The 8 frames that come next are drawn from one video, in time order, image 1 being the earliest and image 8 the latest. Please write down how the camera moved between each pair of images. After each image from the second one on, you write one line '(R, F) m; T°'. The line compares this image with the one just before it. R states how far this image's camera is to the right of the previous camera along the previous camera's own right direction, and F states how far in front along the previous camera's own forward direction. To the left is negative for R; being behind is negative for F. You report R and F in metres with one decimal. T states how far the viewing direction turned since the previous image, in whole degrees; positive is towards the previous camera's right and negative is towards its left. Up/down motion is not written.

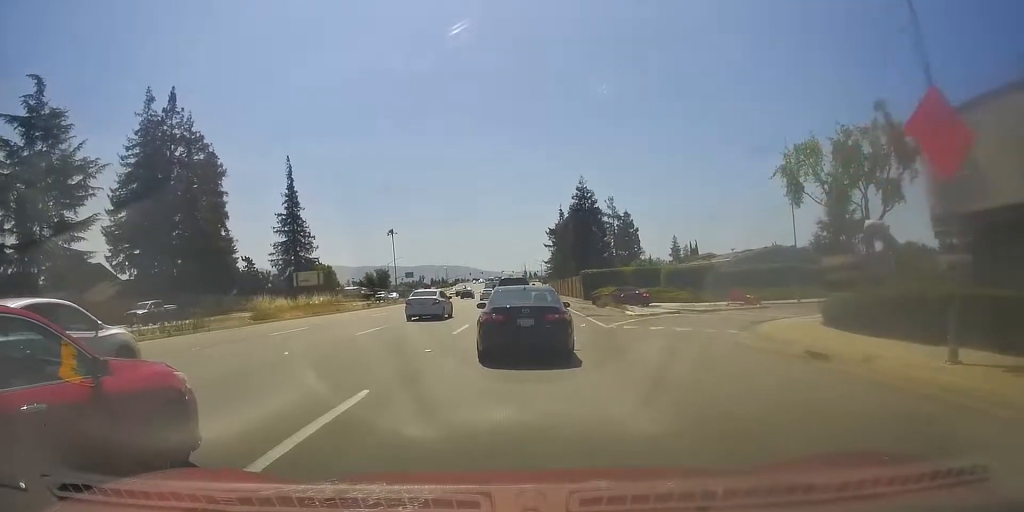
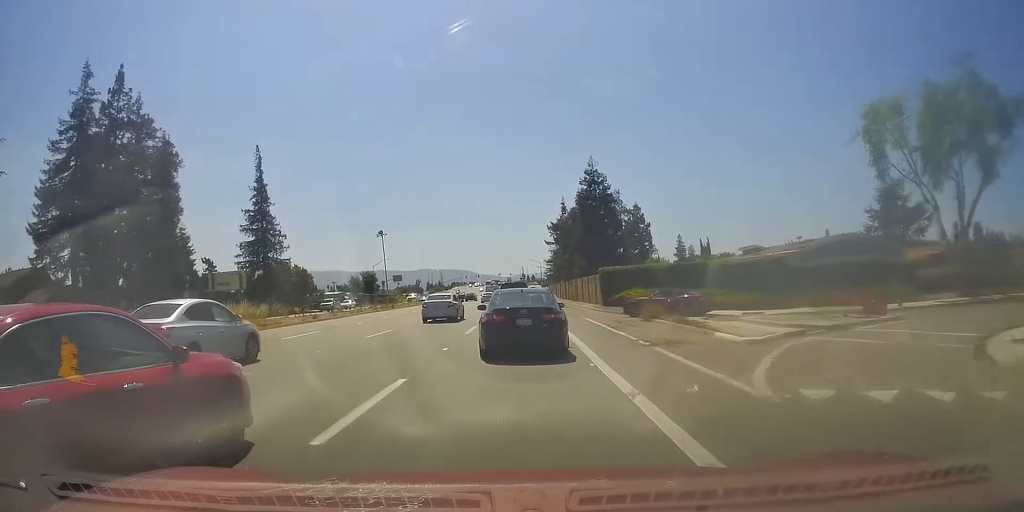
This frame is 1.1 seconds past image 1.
(+0.1, +15.5) m; 0°
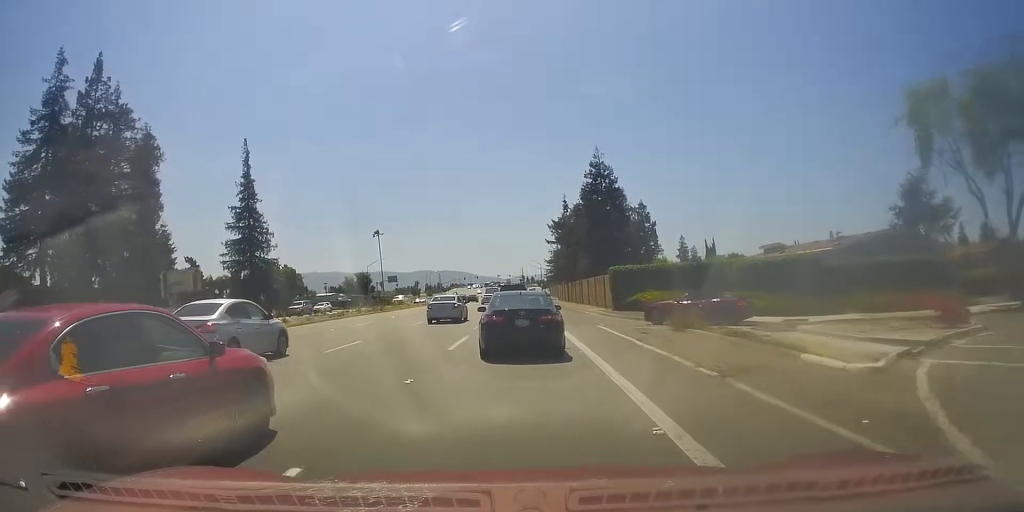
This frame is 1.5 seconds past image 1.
(0.0, +5.3) m; 0°
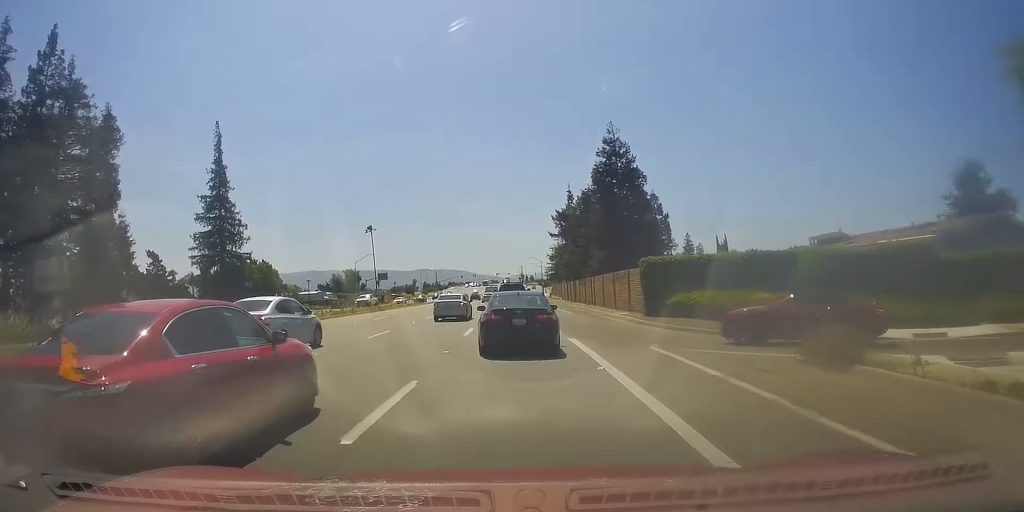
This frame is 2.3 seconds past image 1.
(-0.2, +9.2) m; 0°
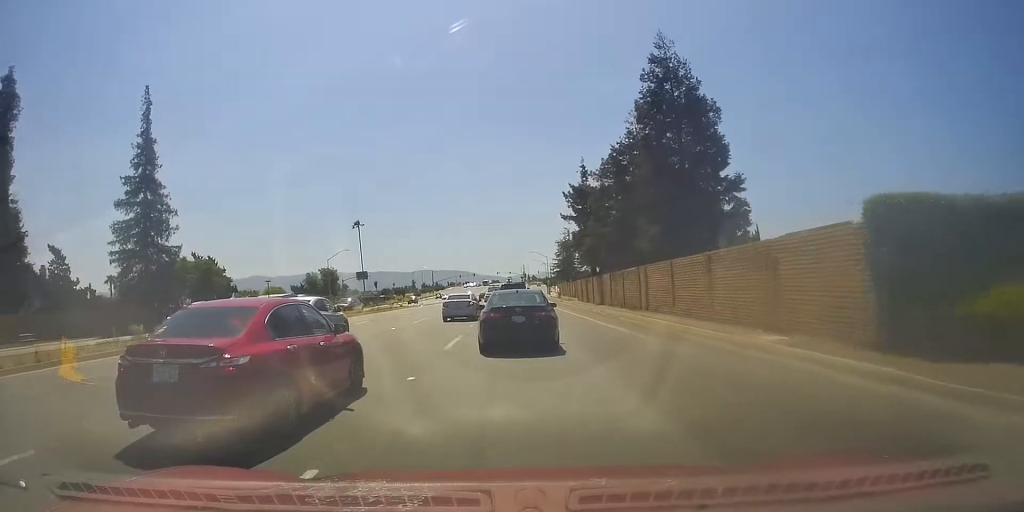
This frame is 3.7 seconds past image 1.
(+0.6, +17.4) m; +1°
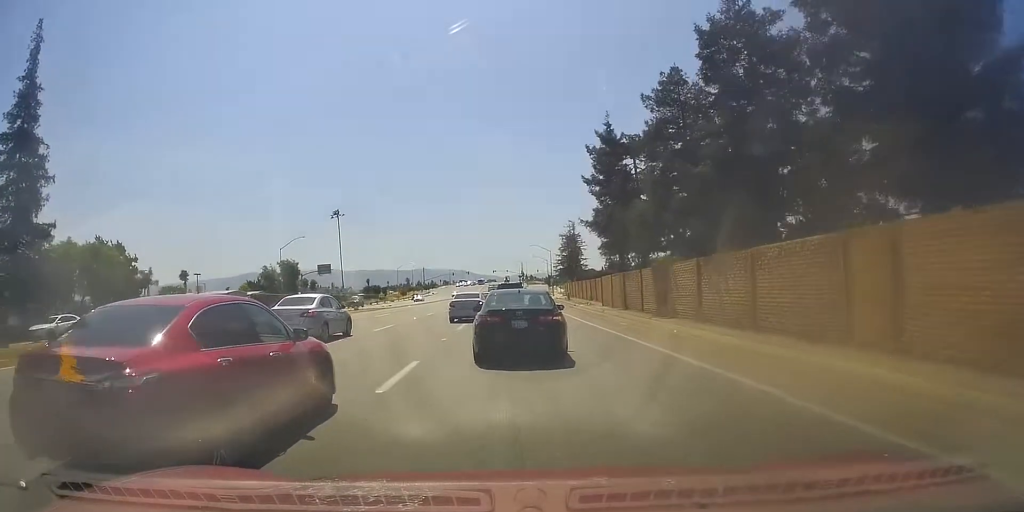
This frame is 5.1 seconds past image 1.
(-1.1, +19.6) m; -4°
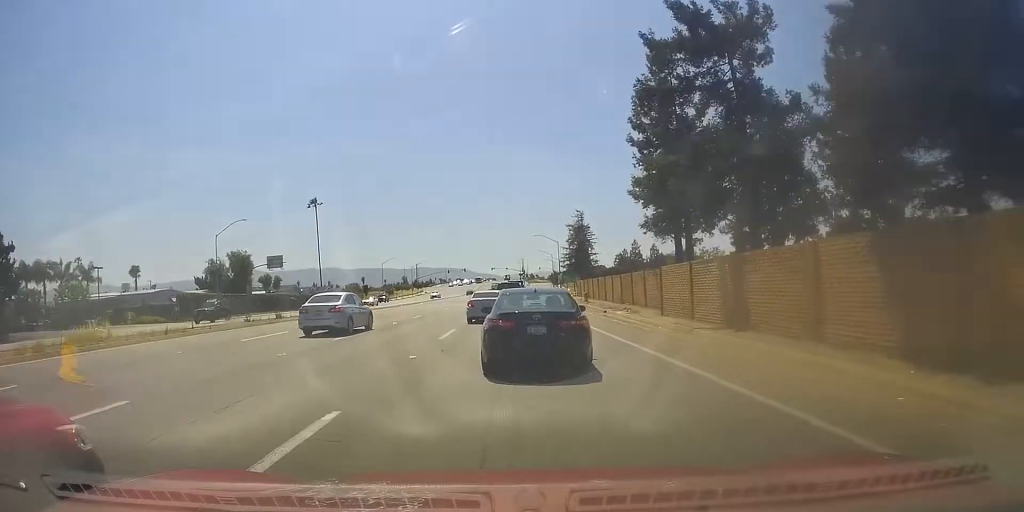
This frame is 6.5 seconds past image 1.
(+0.8, +20.6) m; +4°
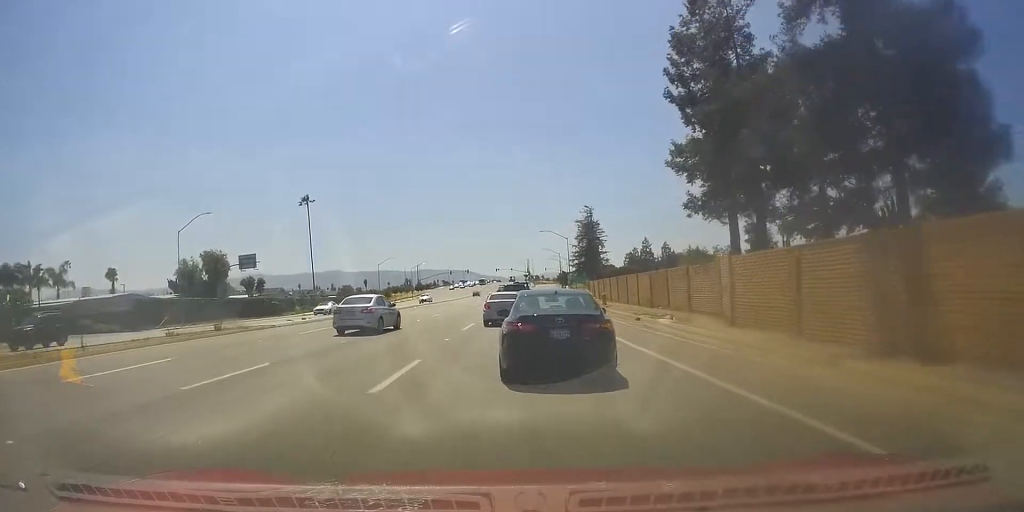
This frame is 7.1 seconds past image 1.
(+0.3, +9.8) m; 0°
